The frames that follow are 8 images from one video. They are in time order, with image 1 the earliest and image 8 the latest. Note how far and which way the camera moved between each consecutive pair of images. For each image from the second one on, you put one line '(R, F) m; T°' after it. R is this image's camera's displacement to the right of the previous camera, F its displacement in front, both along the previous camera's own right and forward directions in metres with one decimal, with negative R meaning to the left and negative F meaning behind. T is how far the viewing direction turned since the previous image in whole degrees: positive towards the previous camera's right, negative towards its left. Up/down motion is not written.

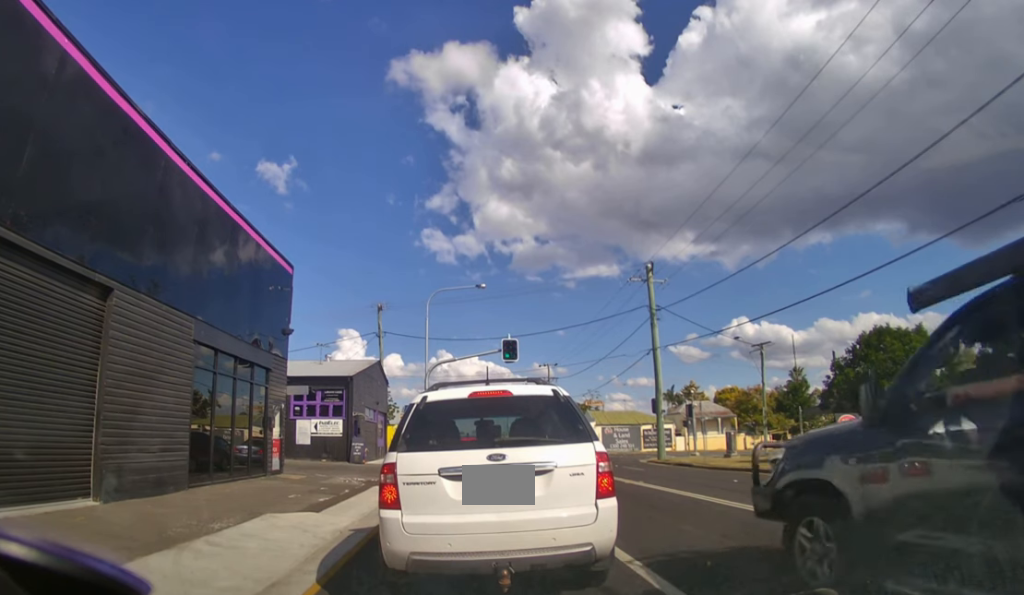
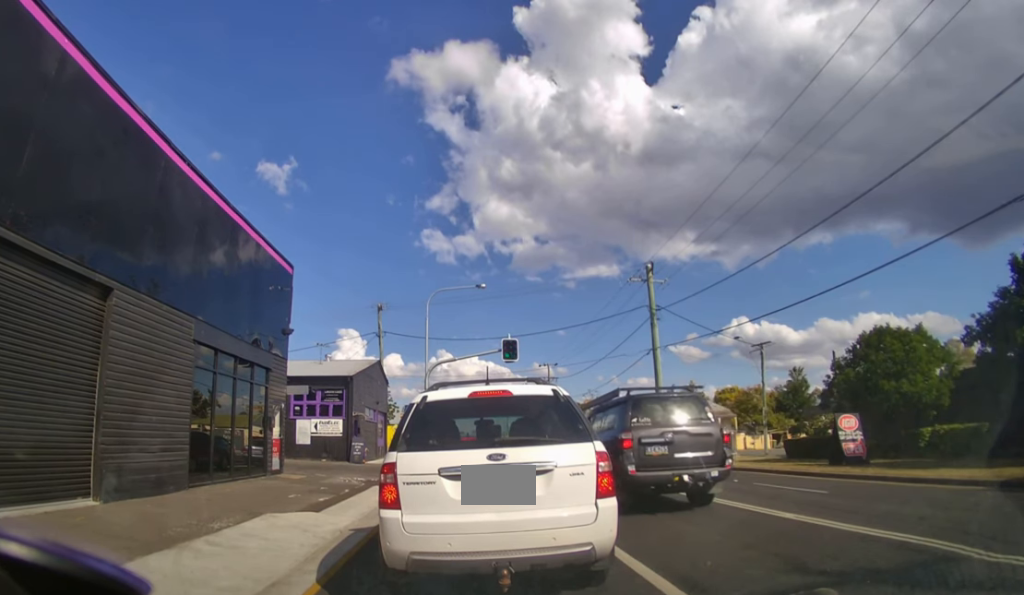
(0.0, +0.2) m; 0°
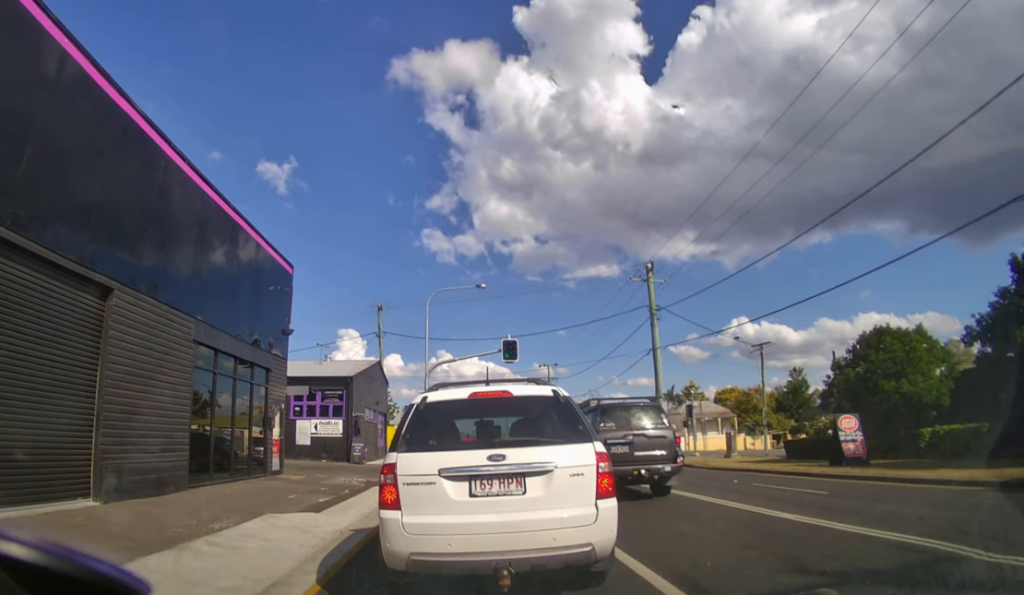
(0.0, 0.0) m; 0°
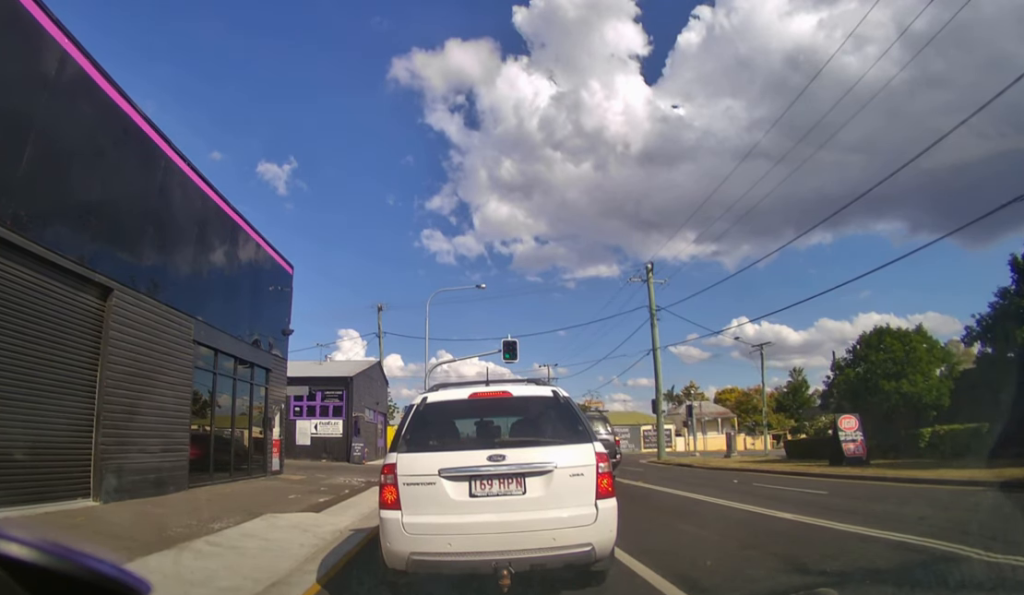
(0.0, 0.0) m; 0°
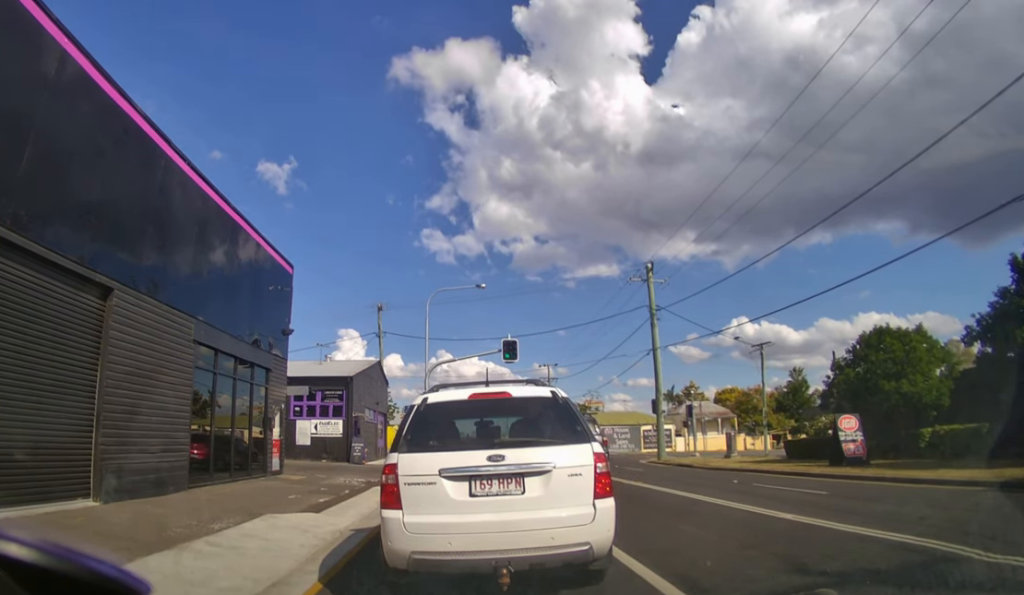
(0.0, 0.0) m; 0°
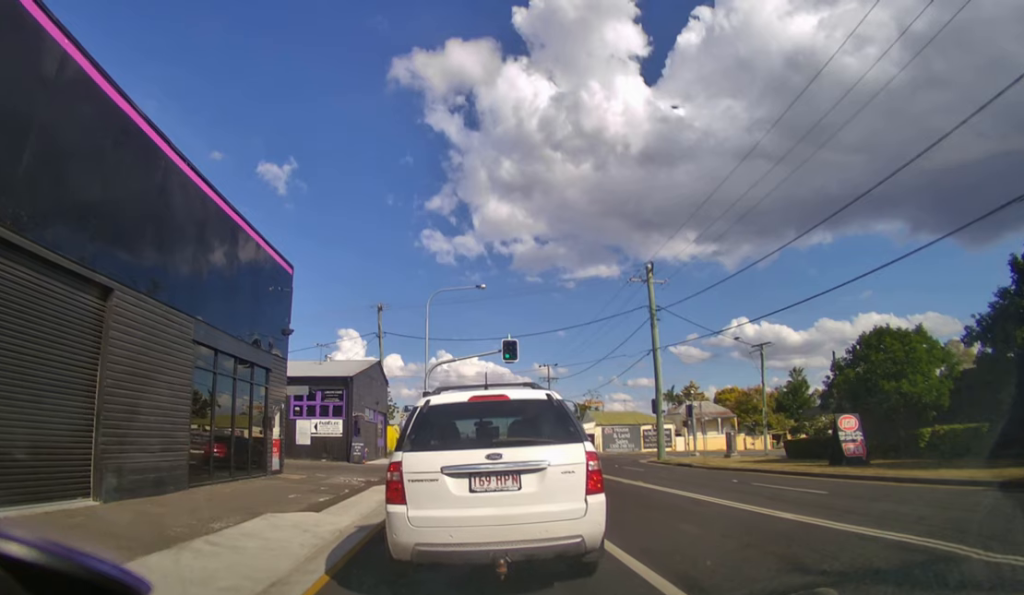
(0.0, 0.0) m; 0°
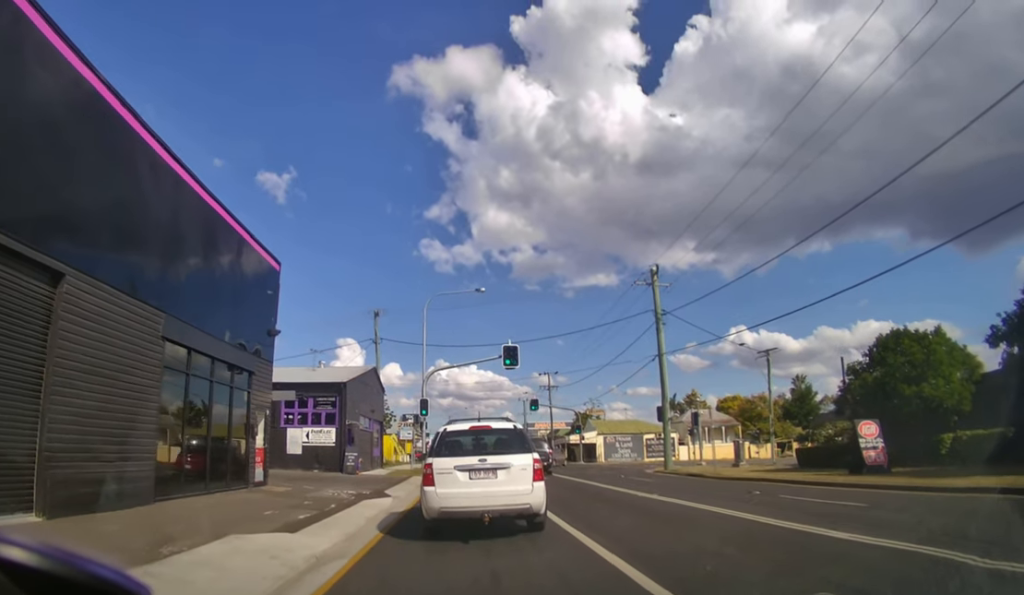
(0.0, +0.5) m; 0°
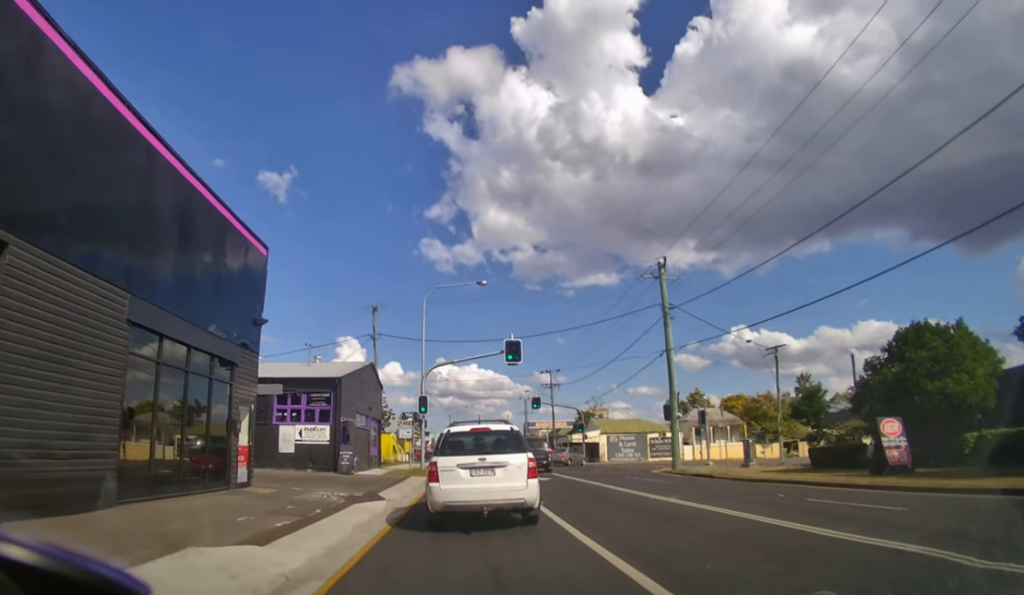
(0.0, +0.3) m; 0°
